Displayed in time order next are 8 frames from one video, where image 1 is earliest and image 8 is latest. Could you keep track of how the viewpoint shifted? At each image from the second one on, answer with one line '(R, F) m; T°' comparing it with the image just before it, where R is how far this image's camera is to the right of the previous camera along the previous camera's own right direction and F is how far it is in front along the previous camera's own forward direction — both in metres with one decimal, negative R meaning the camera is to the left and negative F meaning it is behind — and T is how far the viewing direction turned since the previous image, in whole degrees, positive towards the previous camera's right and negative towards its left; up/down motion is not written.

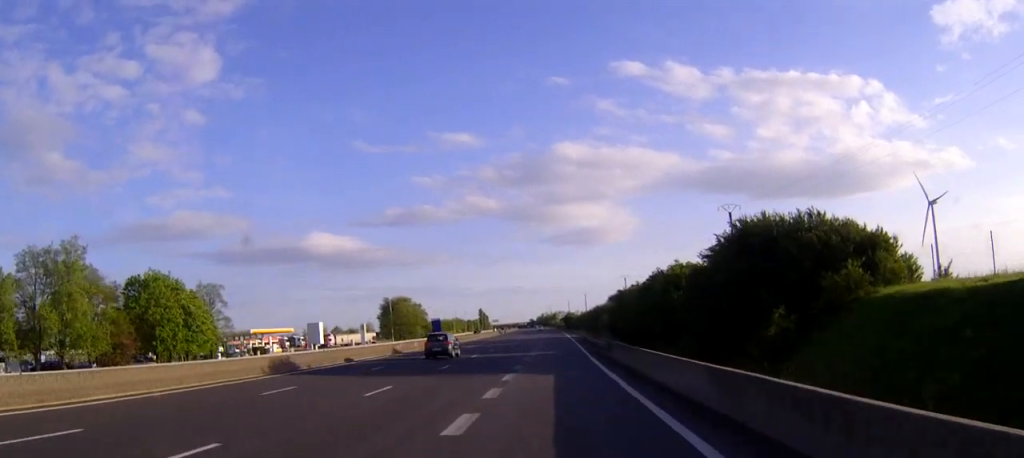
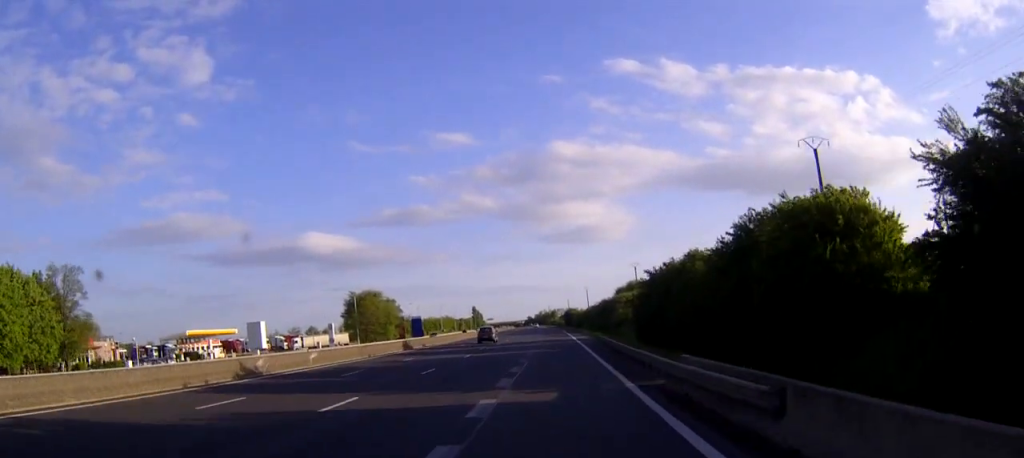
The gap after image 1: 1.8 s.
(+0.2, +30.6) m; 0°
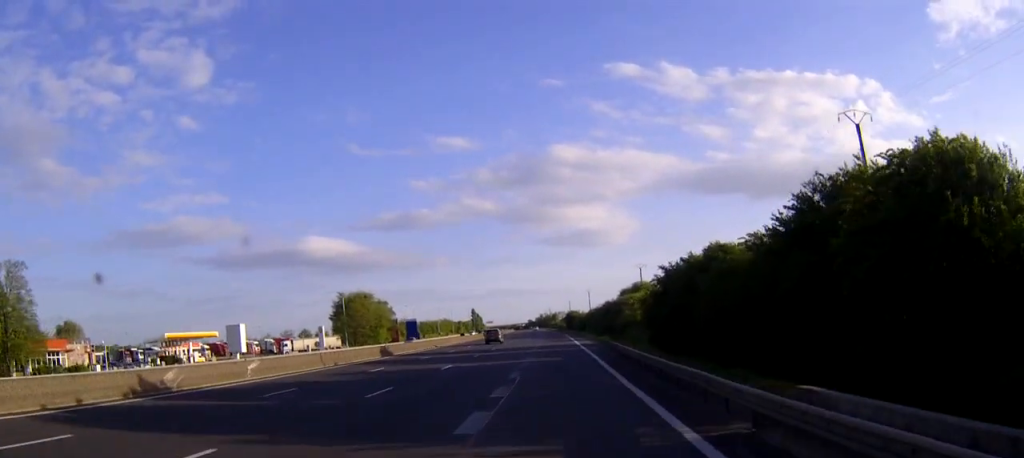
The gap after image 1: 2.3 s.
(0.0, +8.9) m; 0°
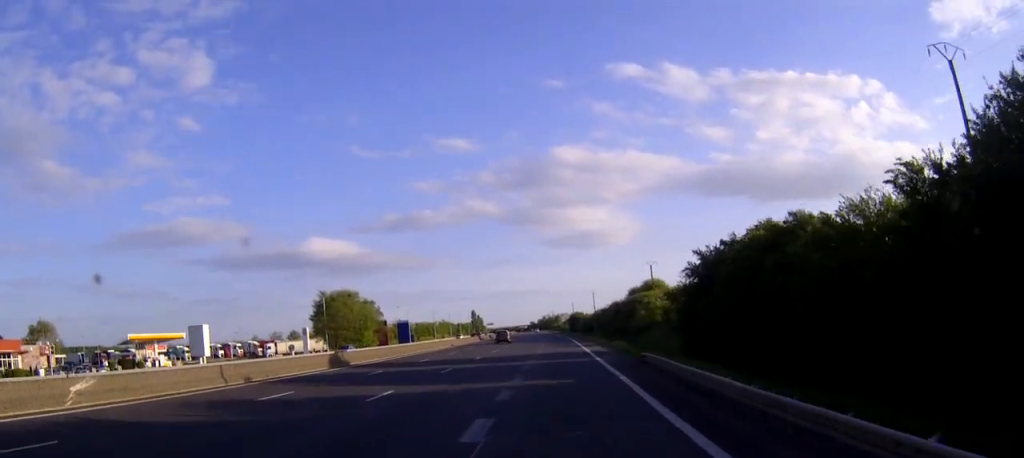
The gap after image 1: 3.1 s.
(0.0, +13.7) m; 0°
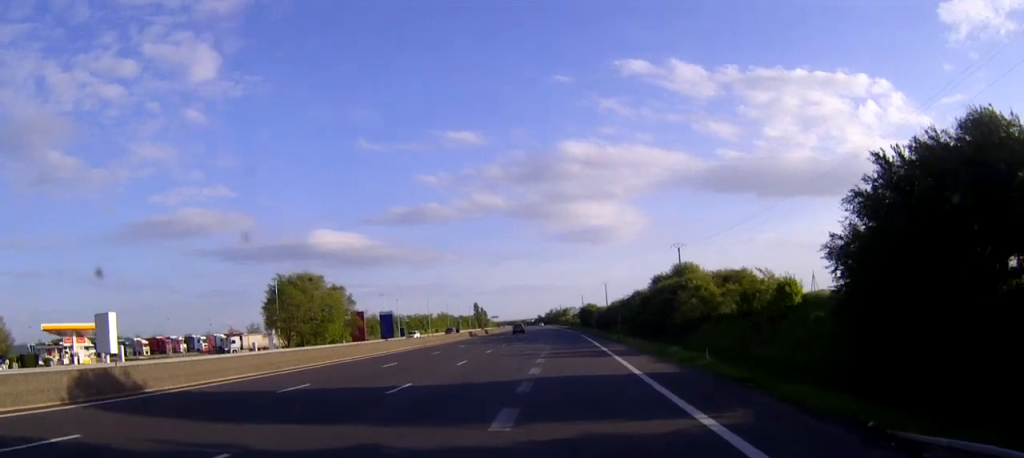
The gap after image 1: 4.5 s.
(-0.1, +25.8) m; 0°
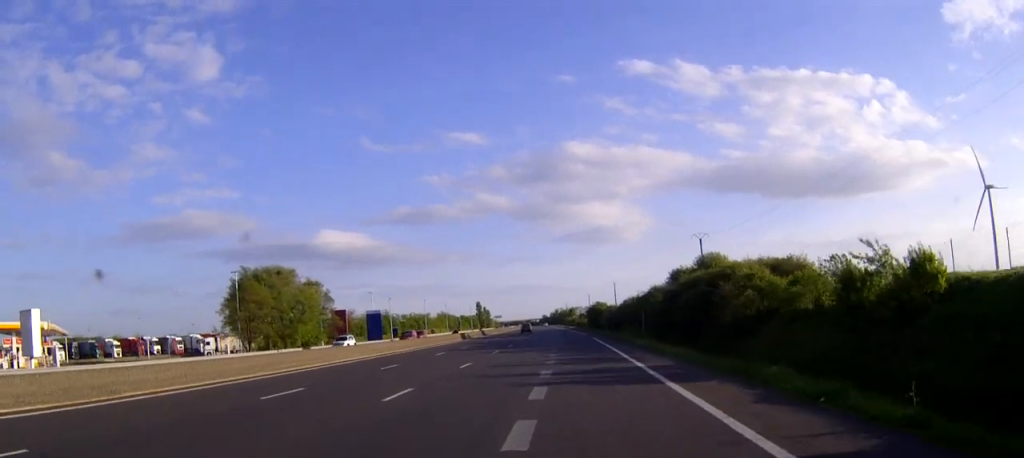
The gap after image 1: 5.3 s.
(-0.1, +15.1) m; 0°
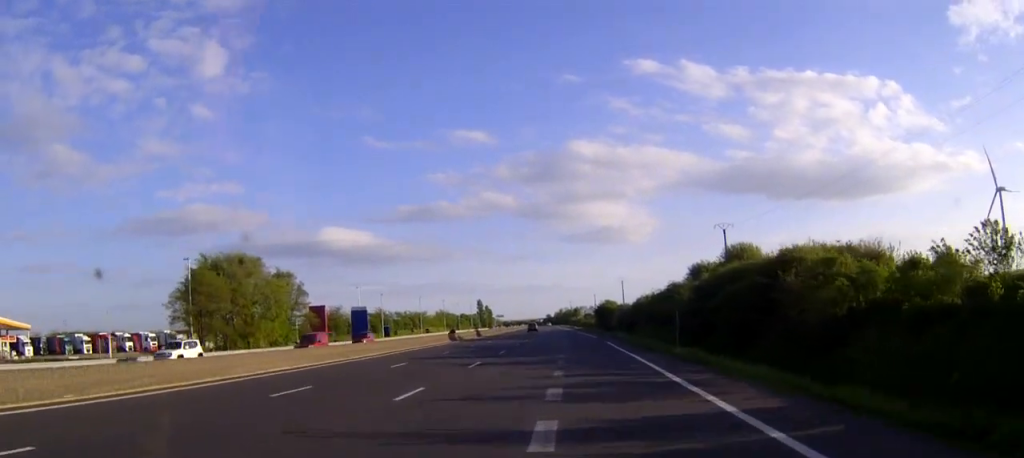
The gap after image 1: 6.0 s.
(-0.1, +13.4) m; 0°
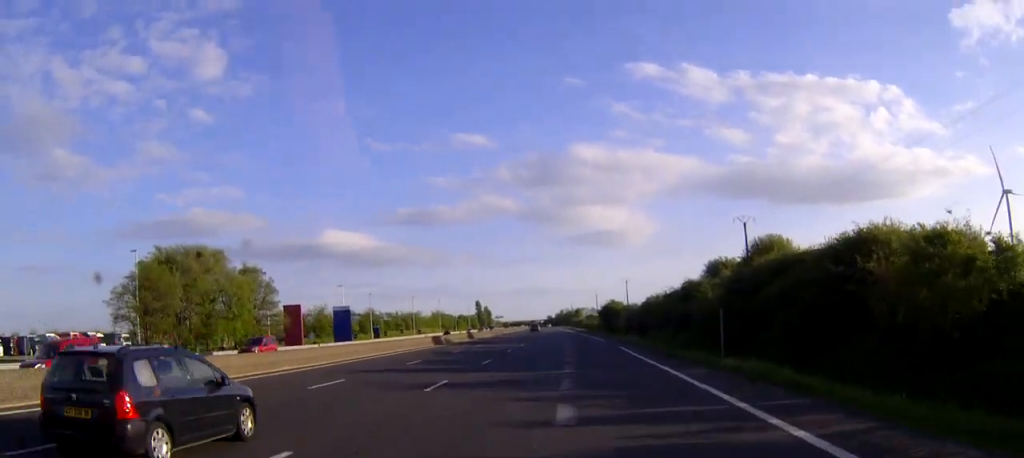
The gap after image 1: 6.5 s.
(0.0, +11.0) m; 0°
